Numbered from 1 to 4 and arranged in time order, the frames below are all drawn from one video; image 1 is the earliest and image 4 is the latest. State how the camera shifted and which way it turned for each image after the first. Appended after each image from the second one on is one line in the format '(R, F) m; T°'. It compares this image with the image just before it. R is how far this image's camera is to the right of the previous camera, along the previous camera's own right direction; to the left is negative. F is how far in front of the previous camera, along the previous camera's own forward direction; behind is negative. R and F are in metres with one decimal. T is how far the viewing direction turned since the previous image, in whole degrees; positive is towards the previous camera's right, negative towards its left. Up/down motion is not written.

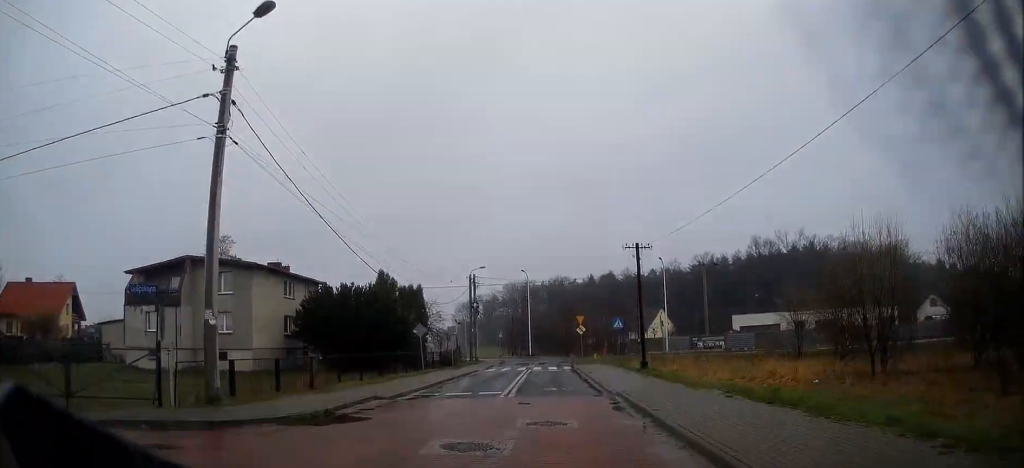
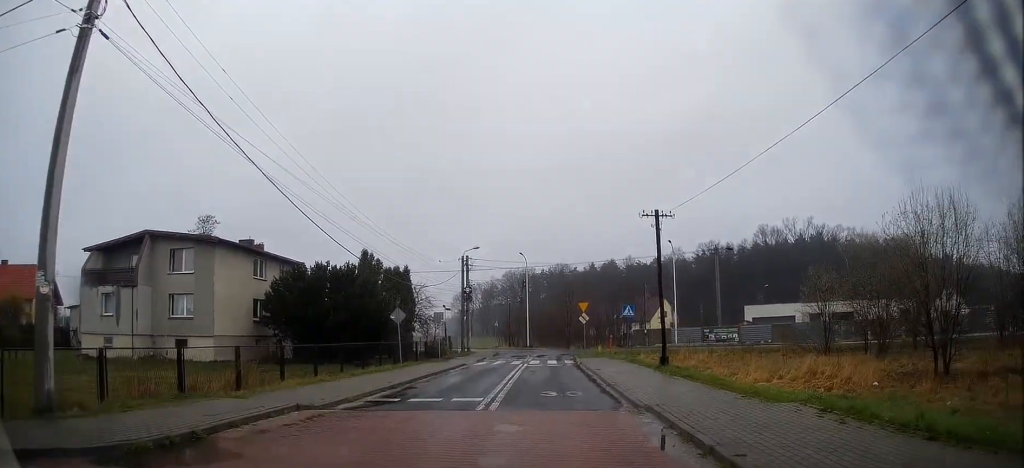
(0.0, +5.4) m; 0°
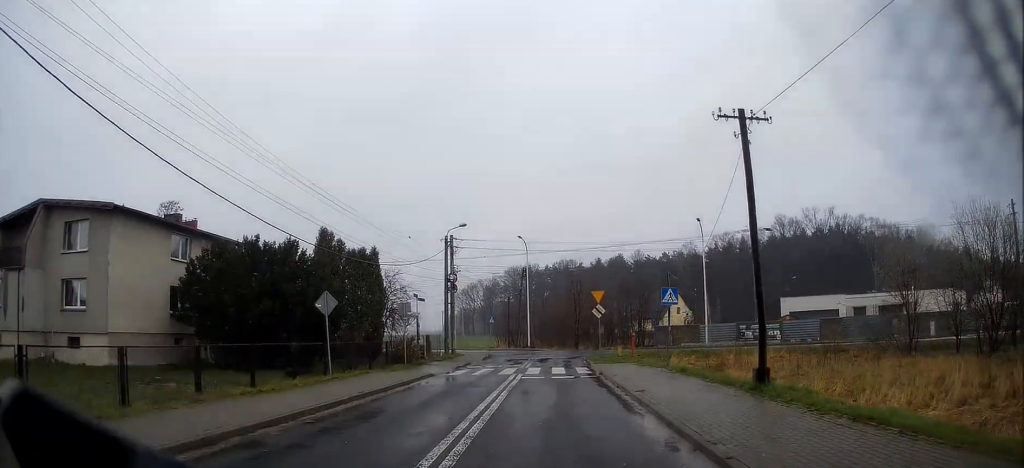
(-0.2, +10.9) m; -1°
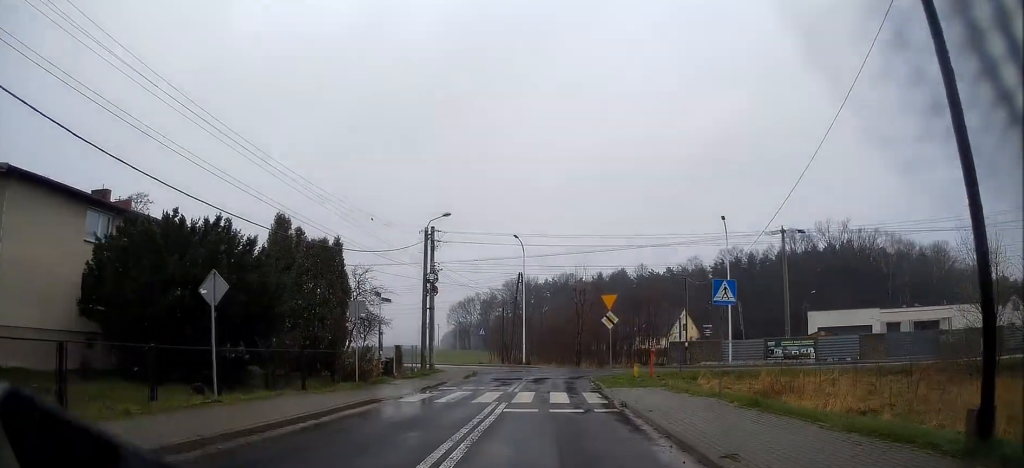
(+0.2, +7.3) m; +2°
